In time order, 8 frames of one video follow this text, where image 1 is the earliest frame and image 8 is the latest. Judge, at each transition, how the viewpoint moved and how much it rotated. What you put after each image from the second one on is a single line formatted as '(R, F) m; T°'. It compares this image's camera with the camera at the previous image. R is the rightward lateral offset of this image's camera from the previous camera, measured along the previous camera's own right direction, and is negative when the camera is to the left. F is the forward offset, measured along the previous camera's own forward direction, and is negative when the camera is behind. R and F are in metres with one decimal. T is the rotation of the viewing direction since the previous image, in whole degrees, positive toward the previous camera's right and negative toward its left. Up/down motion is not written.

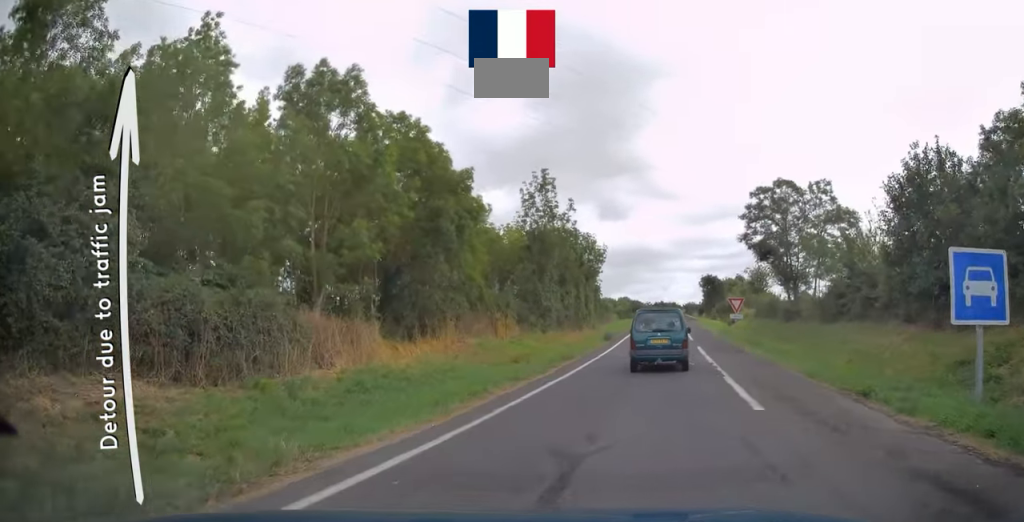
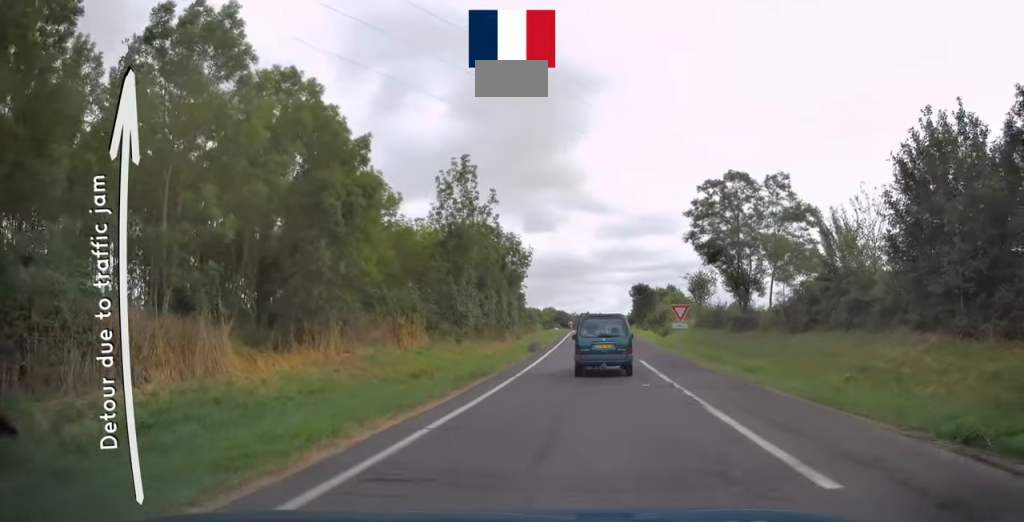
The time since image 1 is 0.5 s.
(+0.3, +5.0) m; +7°
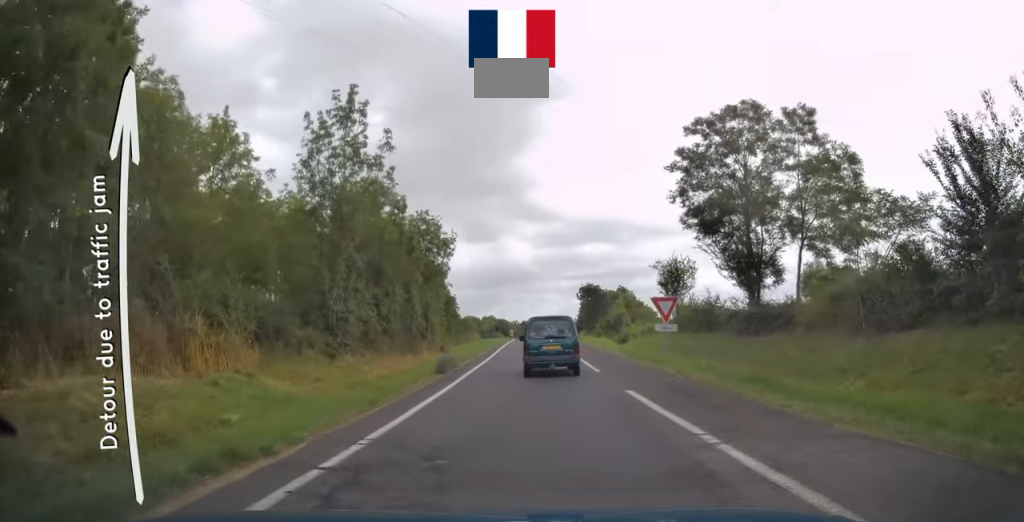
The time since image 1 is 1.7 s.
(+1.3, +11.6) m; +5°
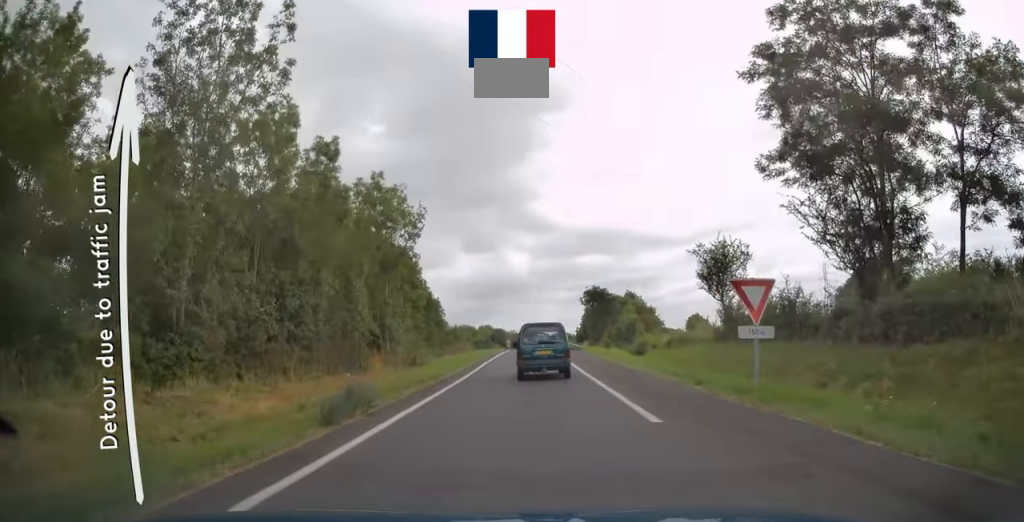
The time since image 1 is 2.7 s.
(-0.4, +10.6) m; -2°
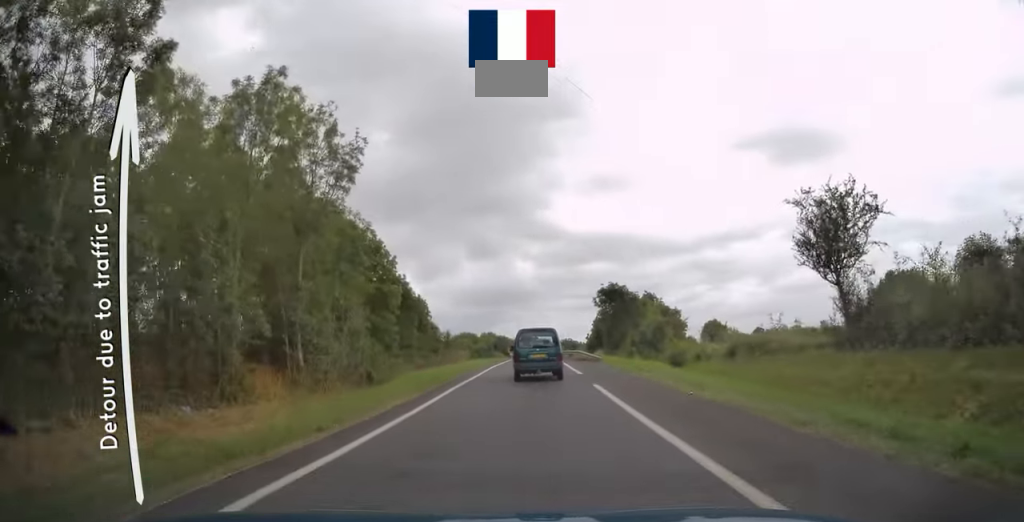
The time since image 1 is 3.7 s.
(0.0, +11.5) m; 0°
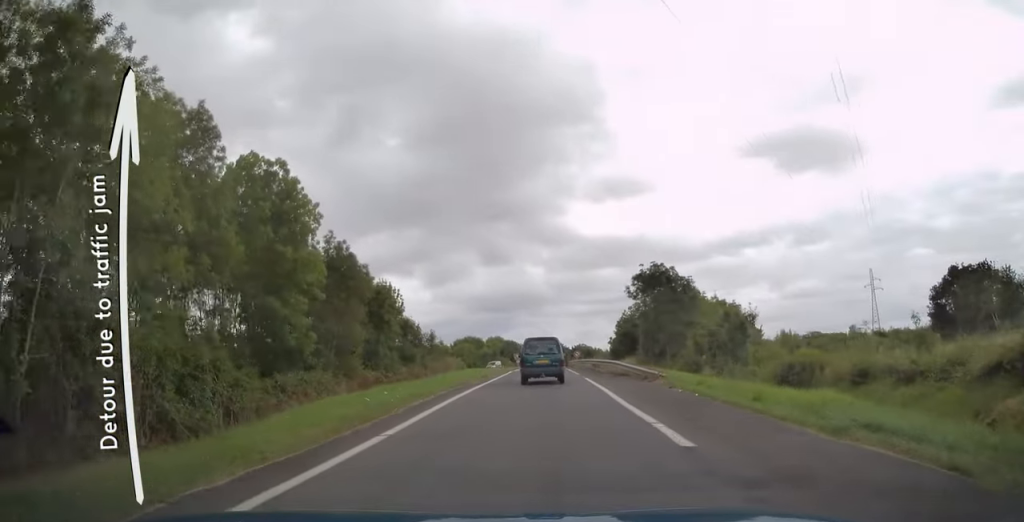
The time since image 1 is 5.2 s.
(-0.3, +17.2) m; -1°
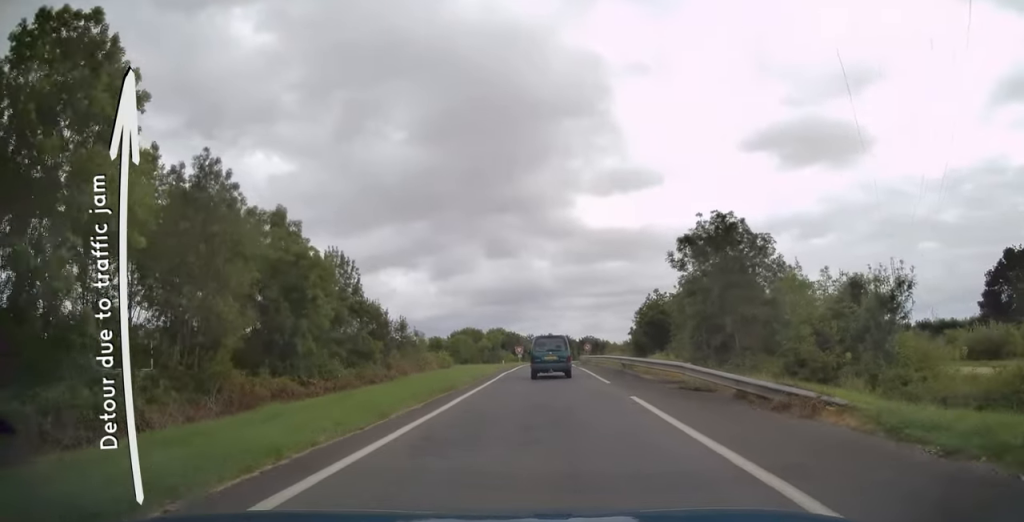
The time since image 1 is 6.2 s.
(+0.1, +13.4) m; +1°
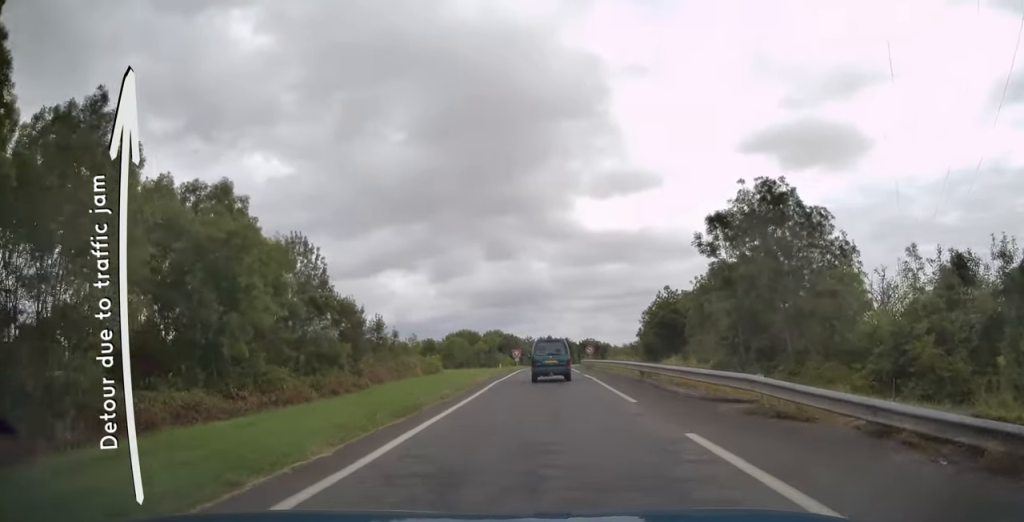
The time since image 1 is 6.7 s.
(+0.2, +5.8) m; 0°
